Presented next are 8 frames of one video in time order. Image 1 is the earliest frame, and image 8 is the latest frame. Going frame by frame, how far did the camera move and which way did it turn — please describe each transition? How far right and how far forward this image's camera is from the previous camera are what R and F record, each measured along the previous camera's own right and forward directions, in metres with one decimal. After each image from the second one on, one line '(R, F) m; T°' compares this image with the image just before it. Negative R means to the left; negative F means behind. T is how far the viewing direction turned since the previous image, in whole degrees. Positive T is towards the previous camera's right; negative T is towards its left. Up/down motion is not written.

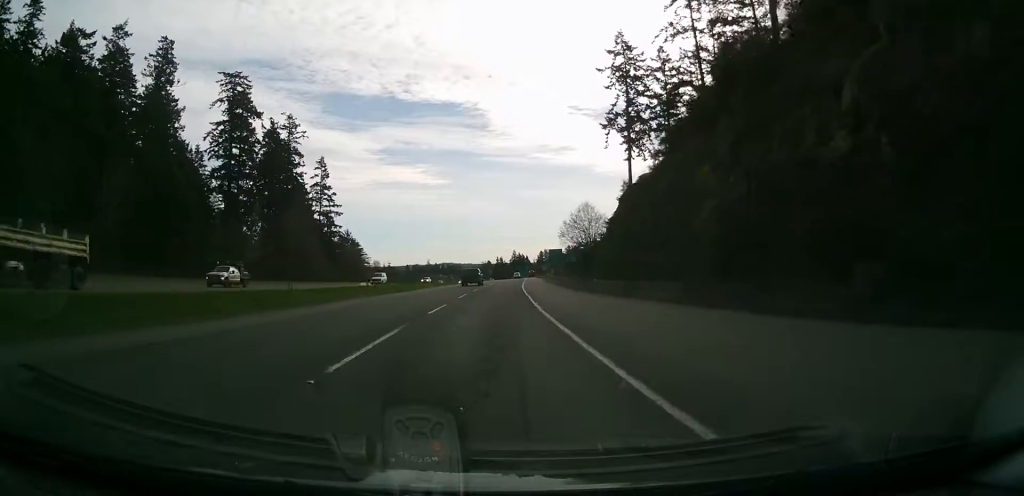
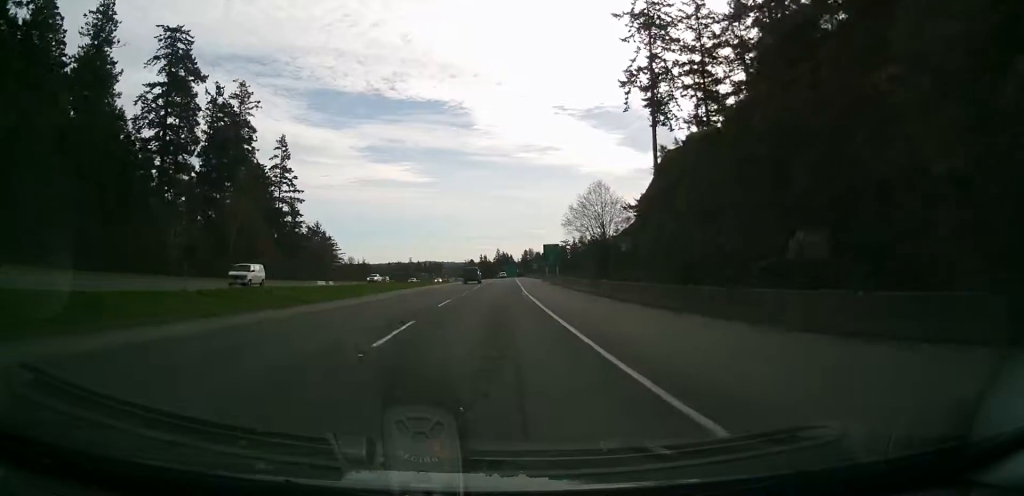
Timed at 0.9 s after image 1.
(+0.5, +23.1) m; +2°
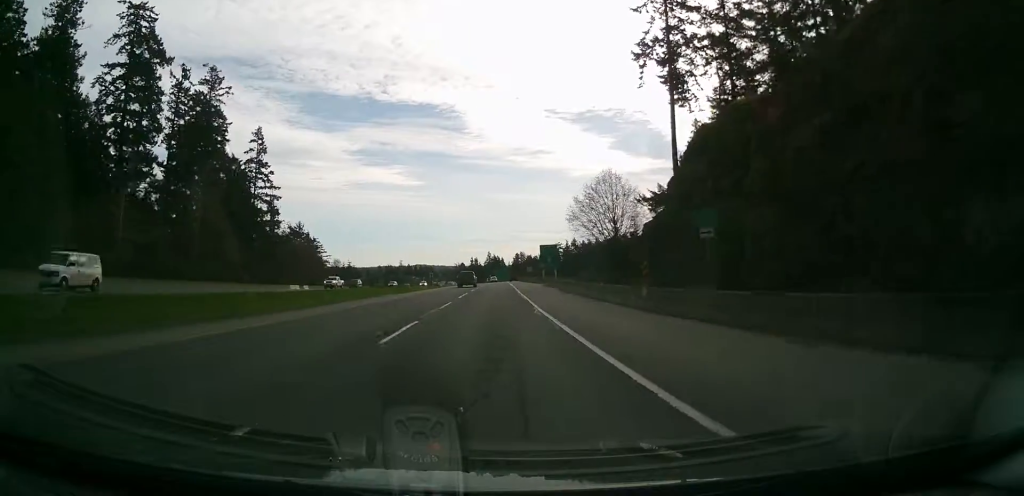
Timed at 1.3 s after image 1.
(-0.1, +11.5) m; +1°
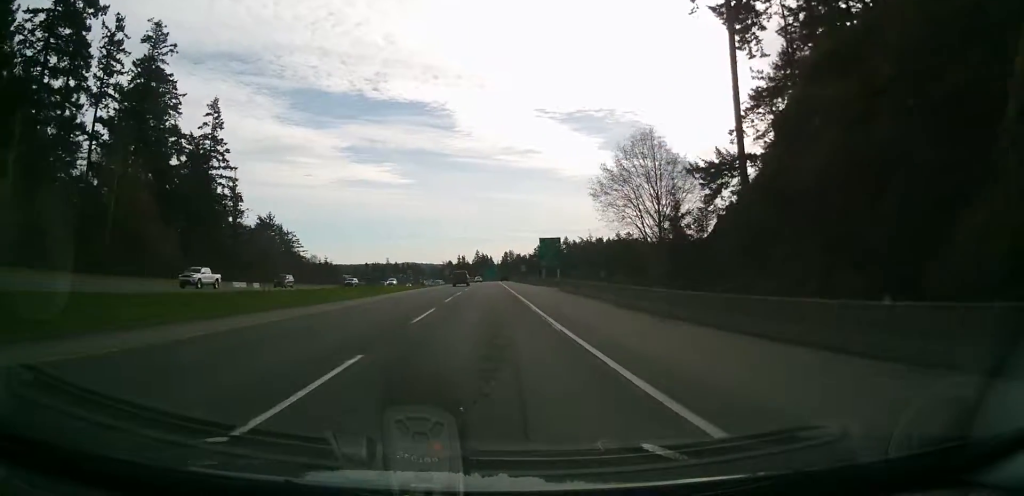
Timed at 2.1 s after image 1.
(+0.5, +20.2) m; +2°
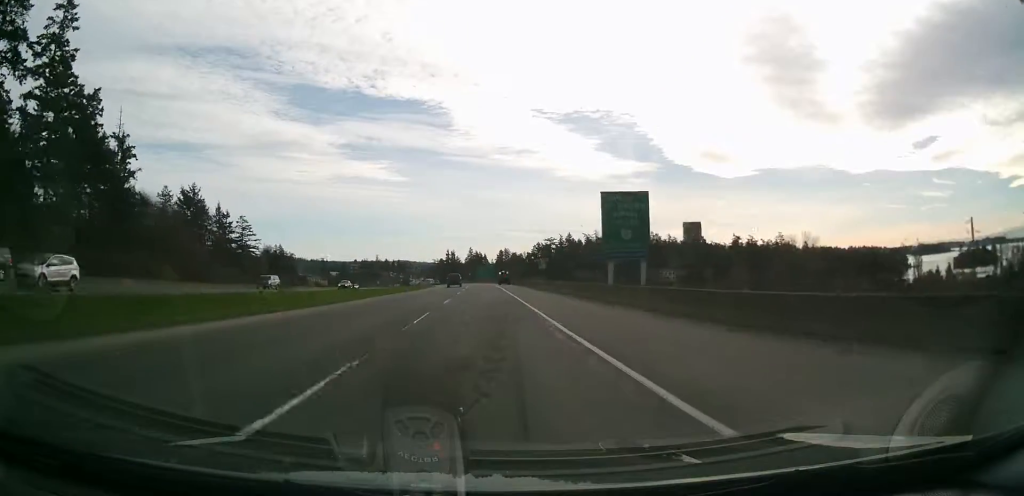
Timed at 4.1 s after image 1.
(+1.1, +51.7) m; +2°
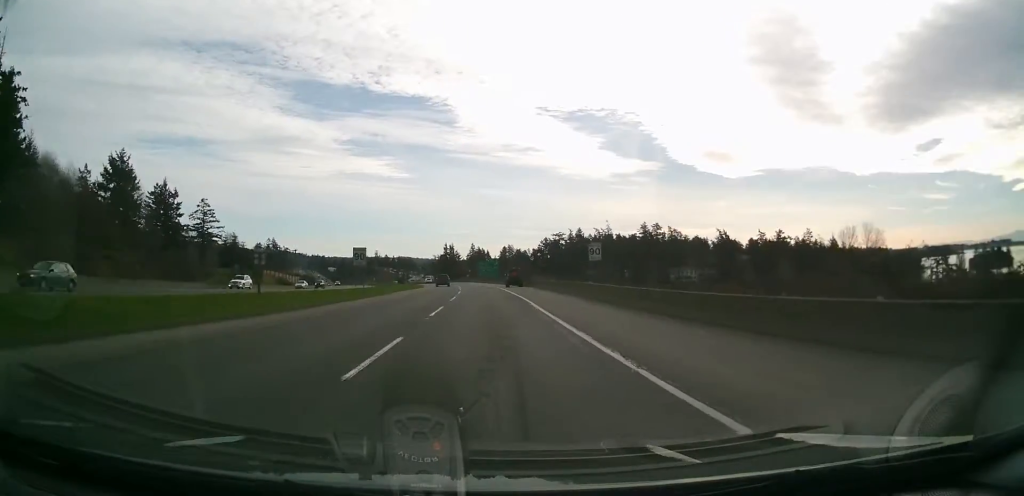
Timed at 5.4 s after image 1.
(+0.4, +34.7) m; +2°
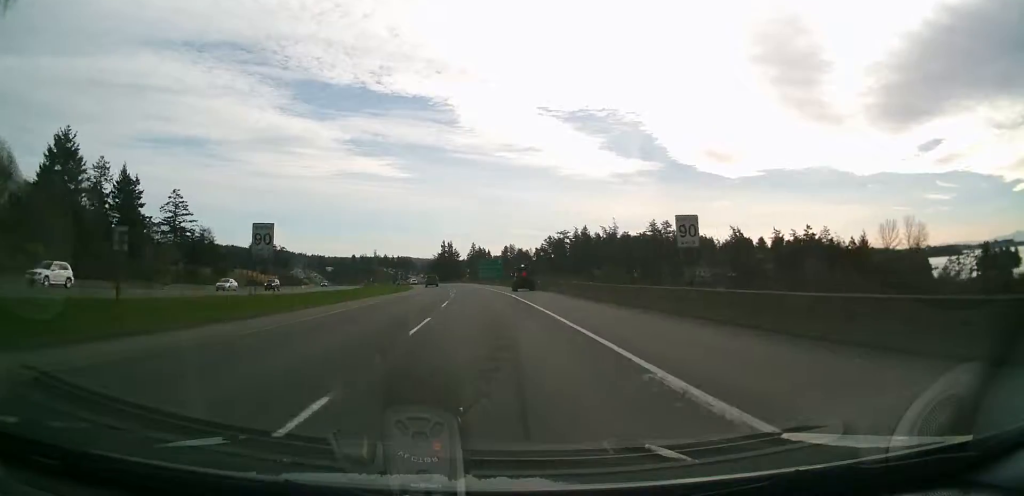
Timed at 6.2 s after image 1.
(+0.3, +19.2) m; 0°
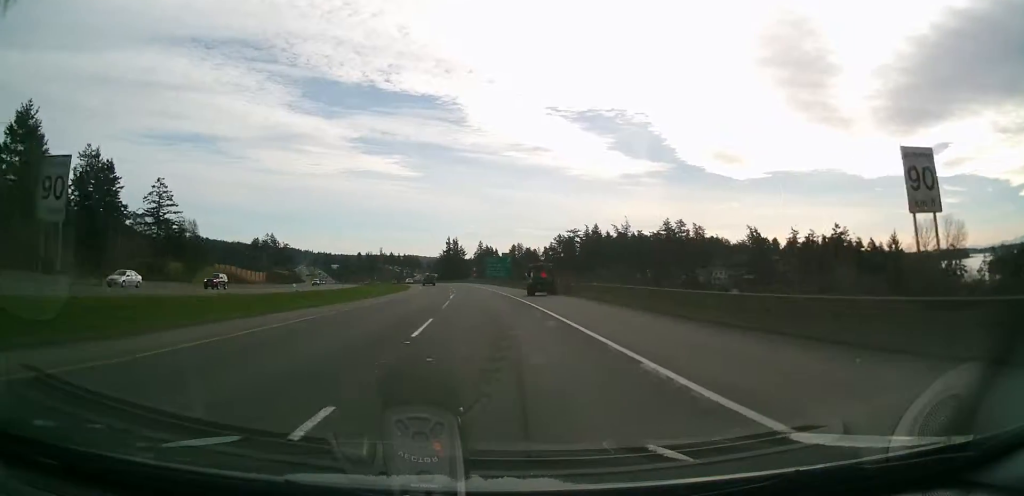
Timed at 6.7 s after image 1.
(+0.2, +13.3) m; 0°
